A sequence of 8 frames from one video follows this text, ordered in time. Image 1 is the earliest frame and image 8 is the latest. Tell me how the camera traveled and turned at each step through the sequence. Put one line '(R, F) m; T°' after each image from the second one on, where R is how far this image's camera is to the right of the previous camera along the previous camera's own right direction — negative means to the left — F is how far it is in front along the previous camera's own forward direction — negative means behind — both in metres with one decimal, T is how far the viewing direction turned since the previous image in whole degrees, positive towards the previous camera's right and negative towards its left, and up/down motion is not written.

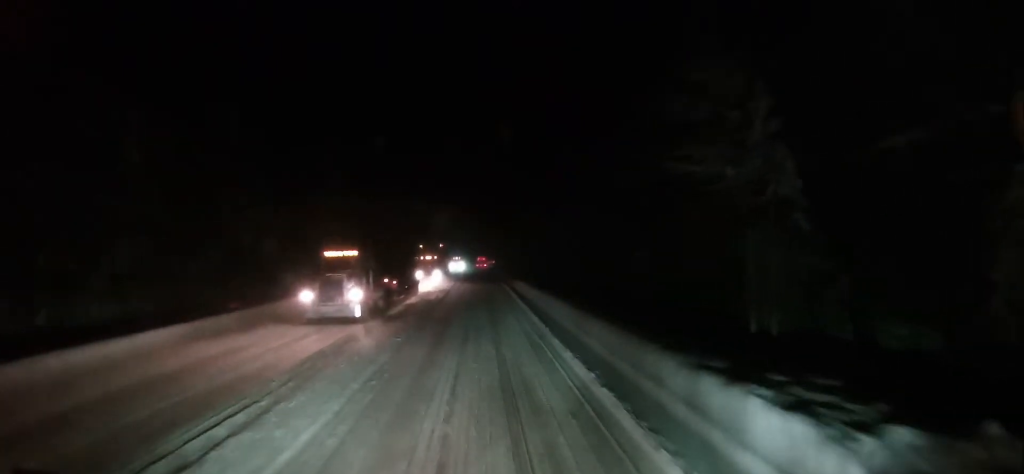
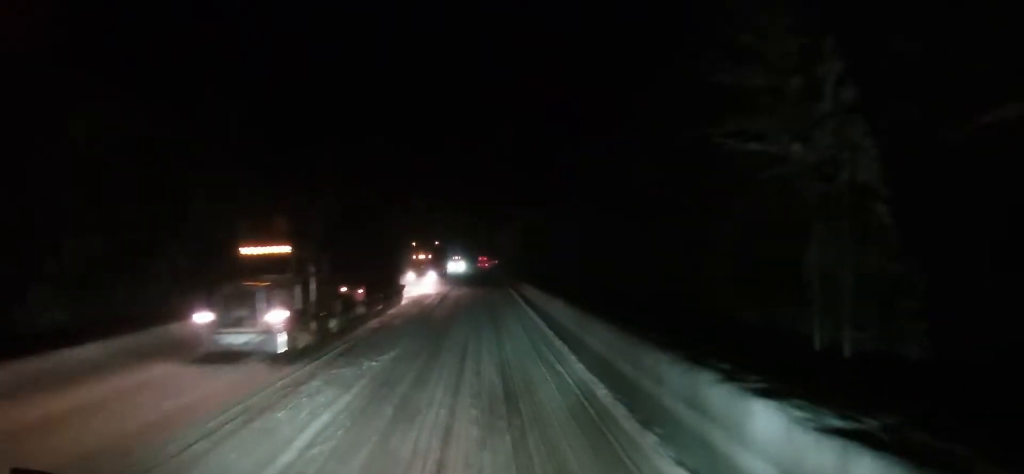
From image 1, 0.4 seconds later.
(0.0, +4.7) m; 0°
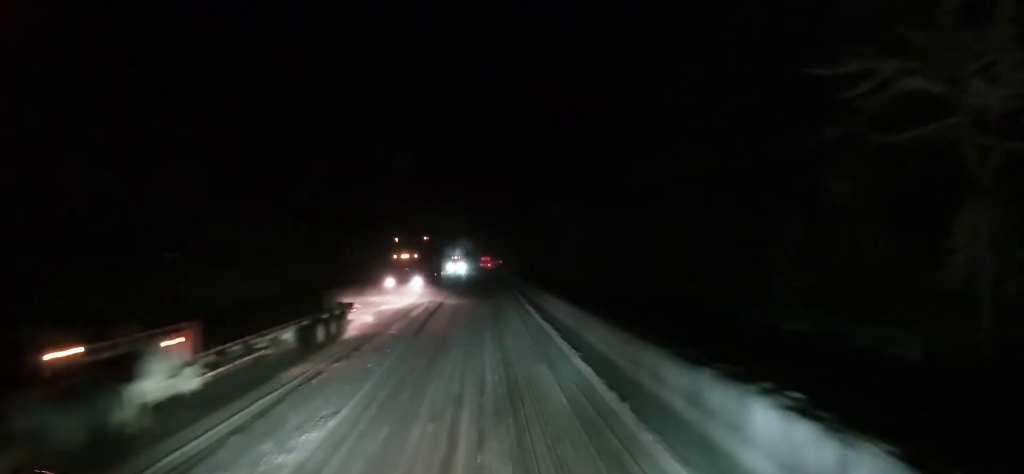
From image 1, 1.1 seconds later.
(0.0, +7.2) m; 0°
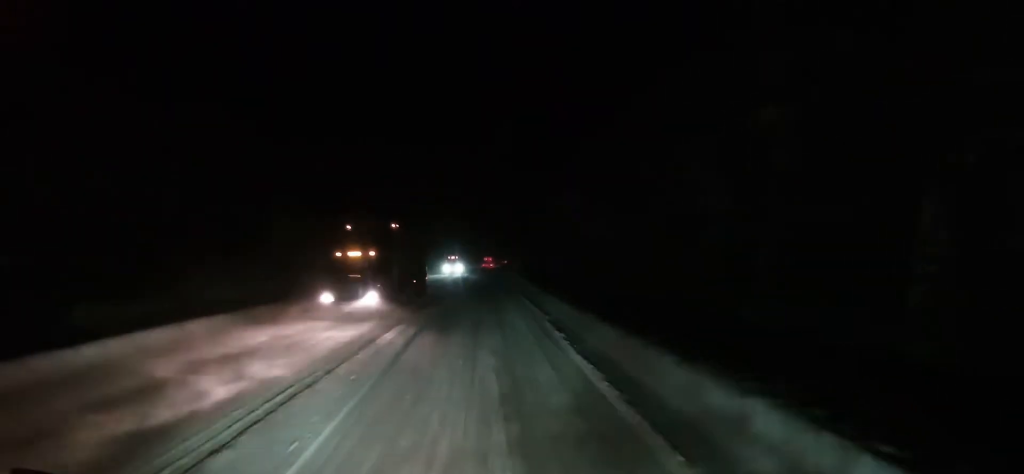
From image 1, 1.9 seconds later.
(0.0, +8.9) m; -1°
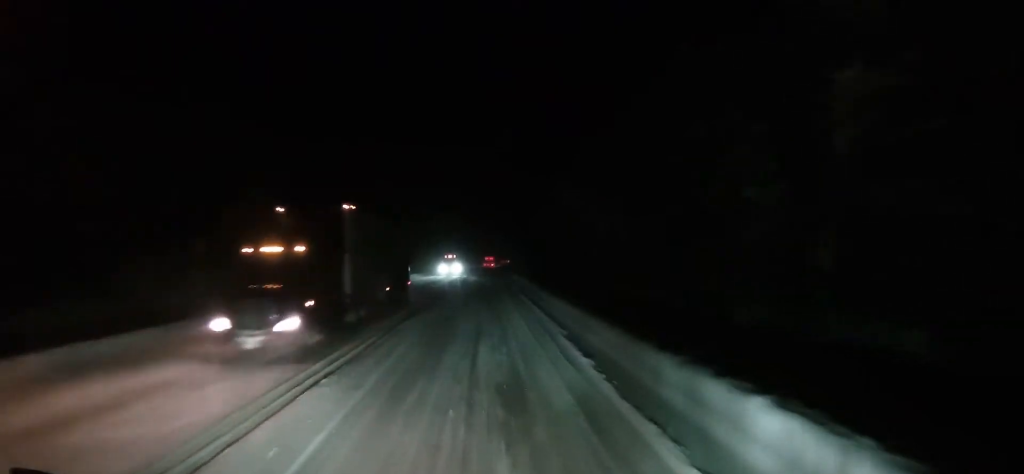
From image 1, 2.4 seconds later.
(0.0, +5.4) m; -1°
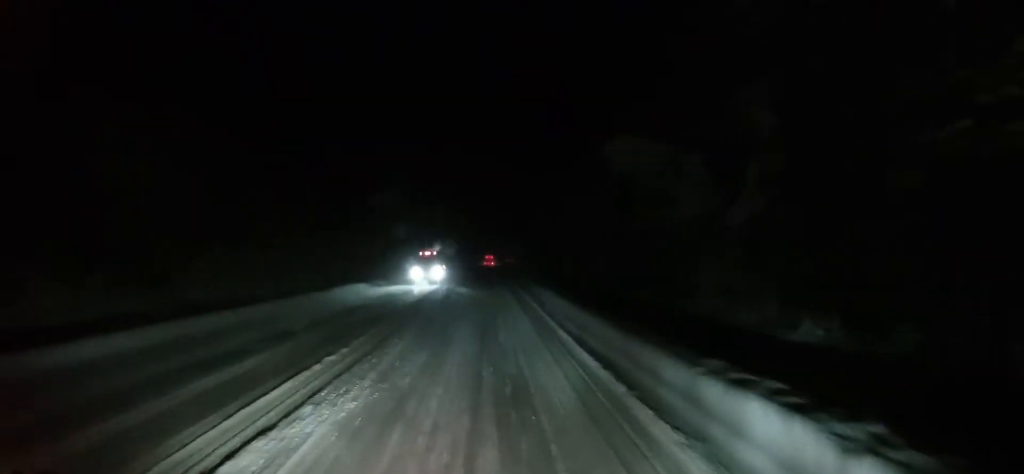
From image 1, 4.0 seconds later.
(-0.4, +17.3) m; +1°
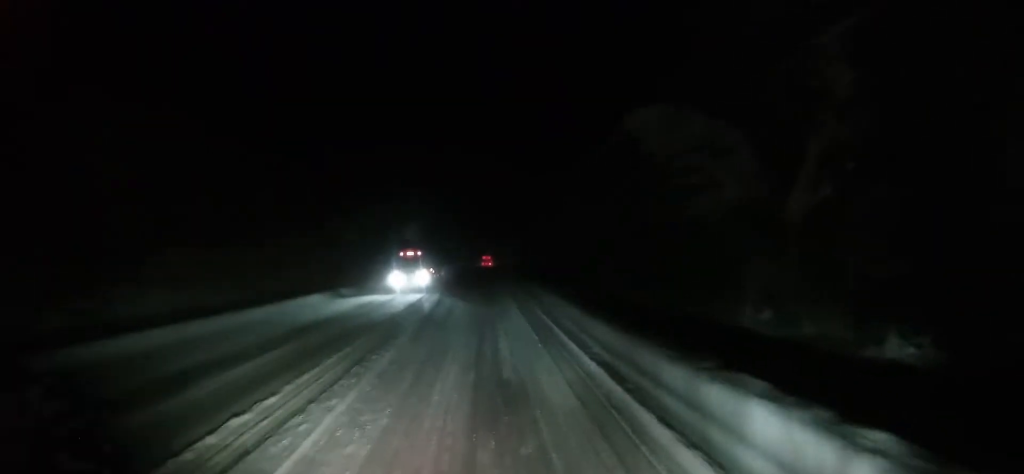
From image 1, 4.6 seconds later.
(+0.2, +5.8) m; +1°
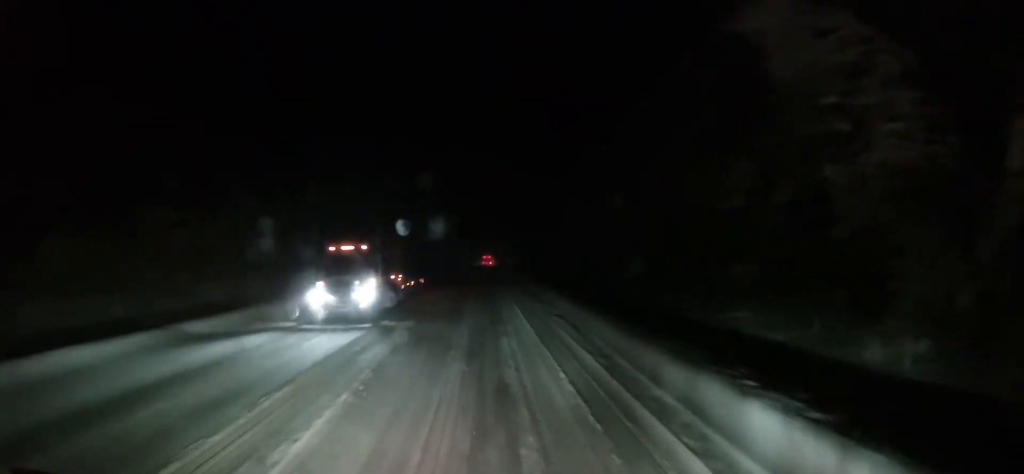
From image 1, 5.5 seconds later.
(+0.2, +10.6) m; -1°
